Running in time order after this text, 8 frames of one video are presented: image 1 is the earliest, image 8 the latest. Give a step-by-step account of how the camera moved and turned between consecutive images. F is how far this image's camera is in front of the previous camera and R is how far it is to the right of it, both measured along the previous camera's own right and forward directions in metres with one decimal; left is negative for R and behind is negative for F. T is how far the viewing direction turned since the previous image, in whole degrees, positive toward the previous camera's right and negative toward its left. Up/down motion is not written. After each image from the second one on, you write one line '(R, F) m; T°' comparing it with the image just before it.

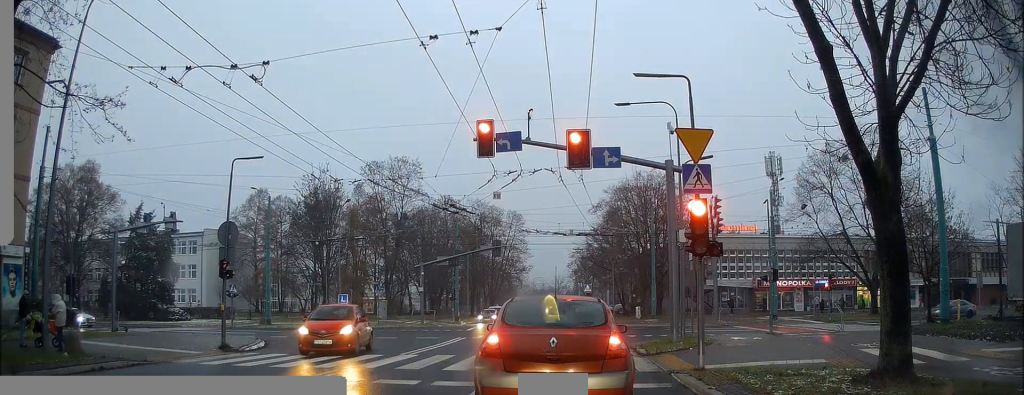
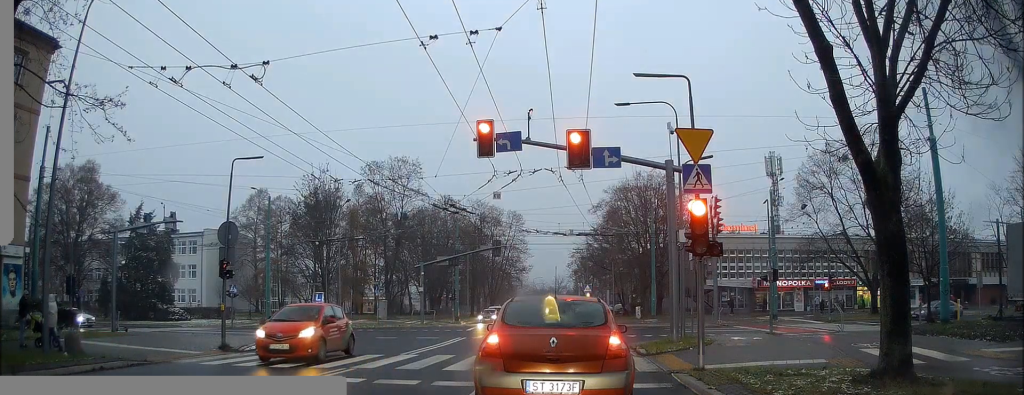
(0.0, 0.0) m; 0°
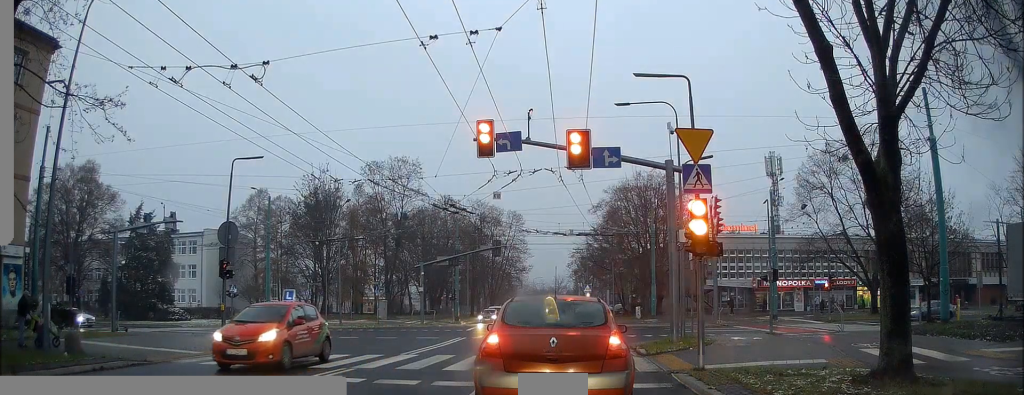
(0.0, 0.0) m; 0°
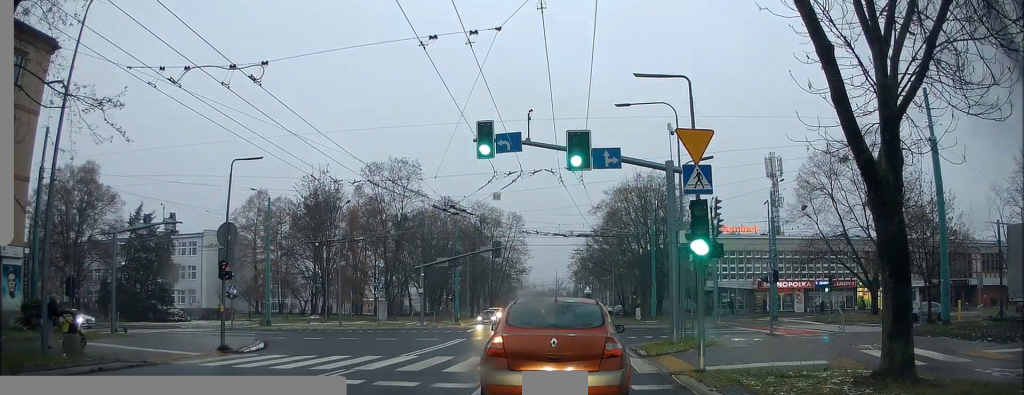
(0.0, 0.0) m; 0°
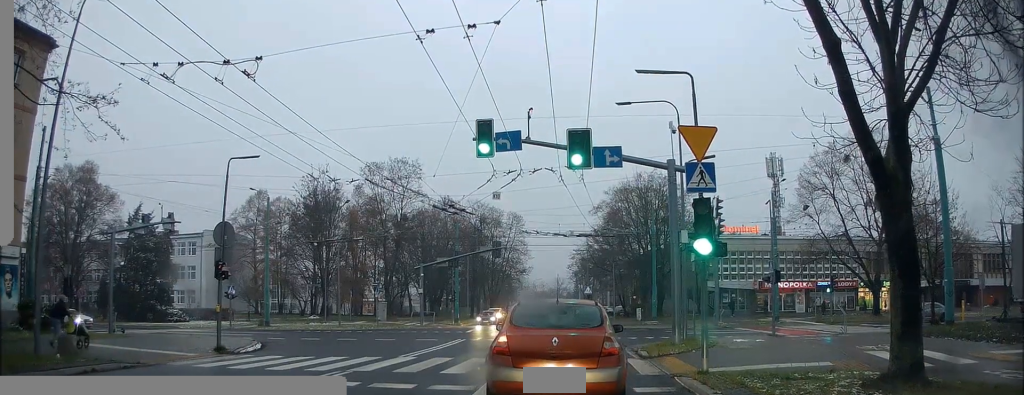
(0.0, 0.0) m; 0°
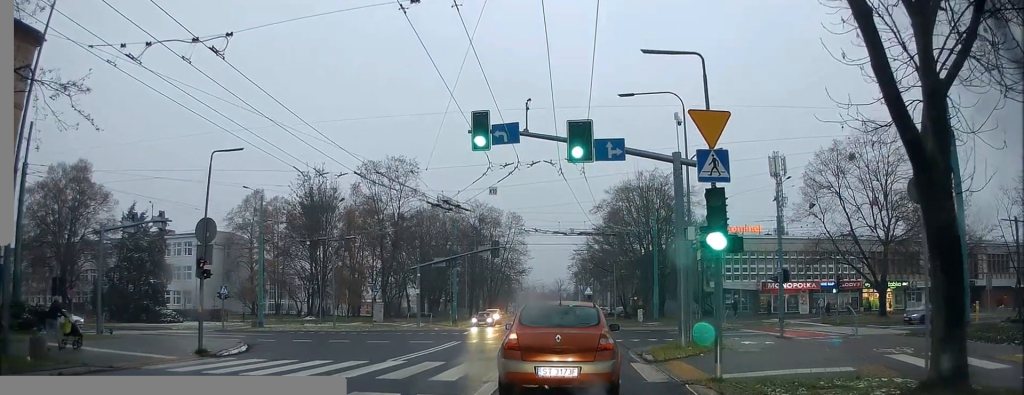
(-0.1, +0.6) m; -1°
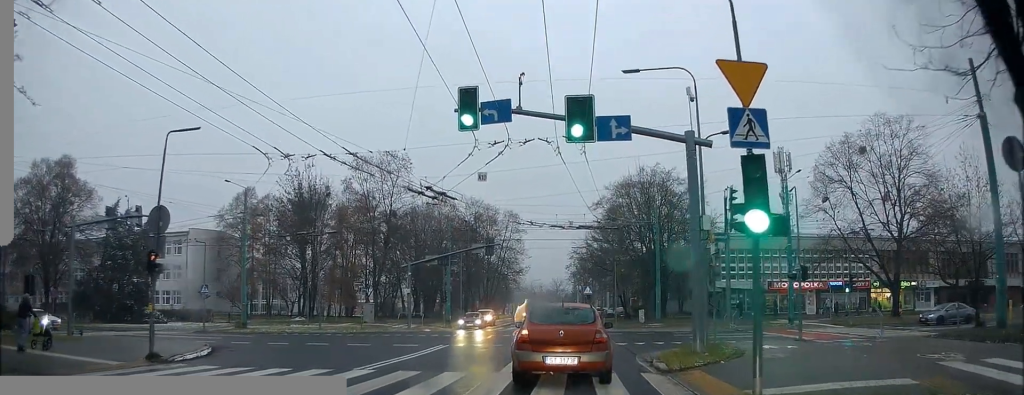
(+0.1, +2.5) m; +4°
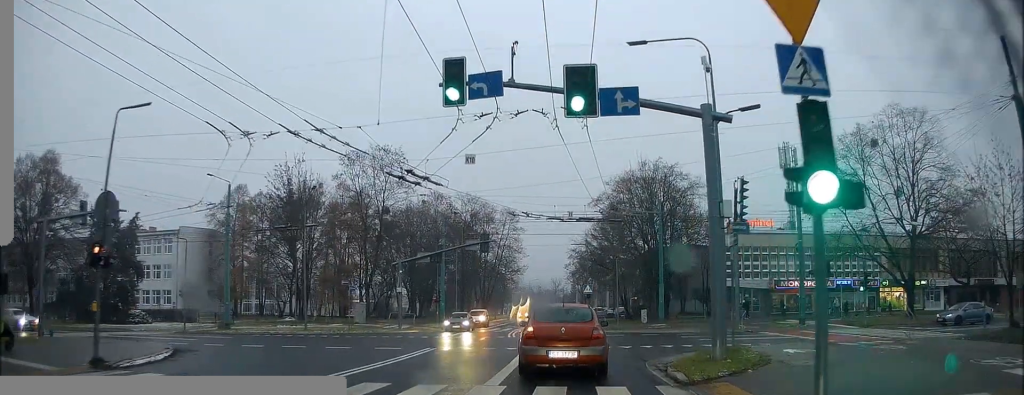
(+0.1, +2.2) m; +1°
